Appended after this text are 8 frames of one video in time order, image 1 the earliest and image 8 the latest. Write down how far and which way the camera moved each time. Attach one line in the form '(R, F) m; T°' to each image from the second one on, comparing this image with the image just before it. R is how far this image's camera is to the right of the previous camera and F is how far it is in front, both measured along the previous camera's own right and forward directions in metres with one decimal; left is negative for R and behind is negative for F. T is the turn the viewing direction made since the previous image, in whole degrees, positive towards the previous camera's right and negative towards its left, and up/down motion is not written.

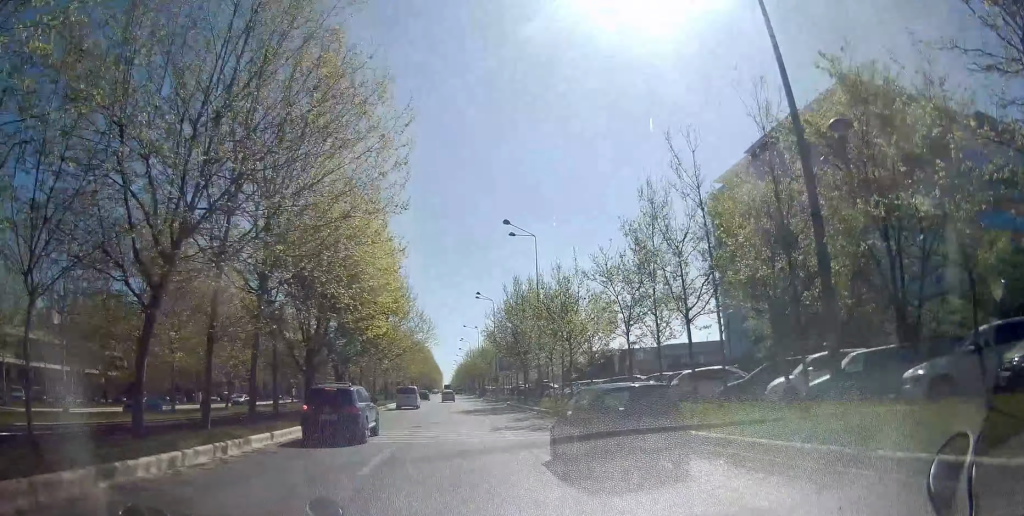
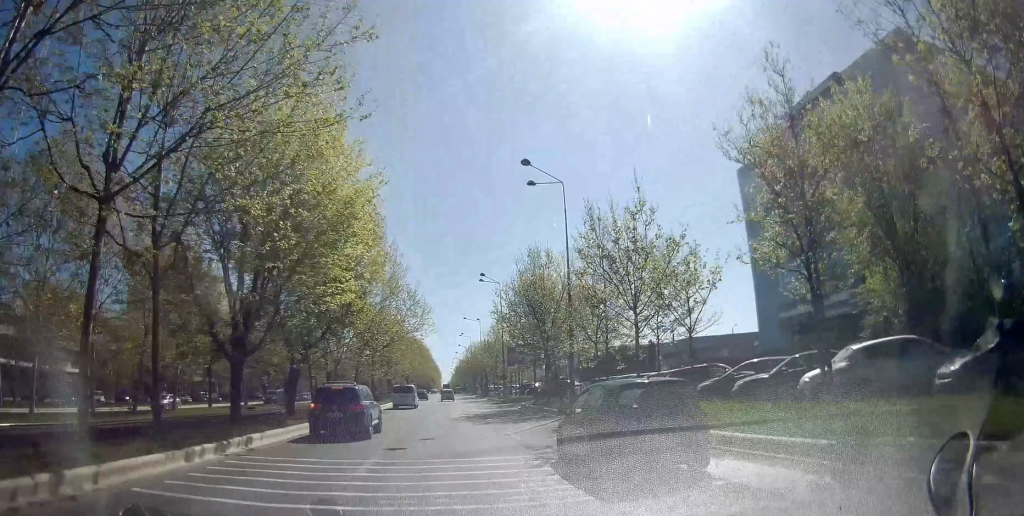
(-0.1, +10.5) m; -1°
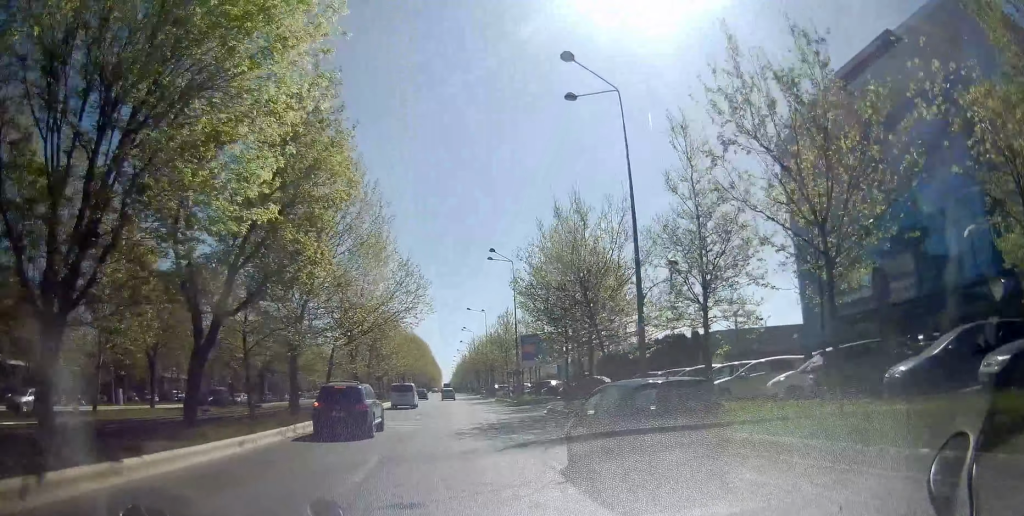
(0.0, +10.5) m; 0°
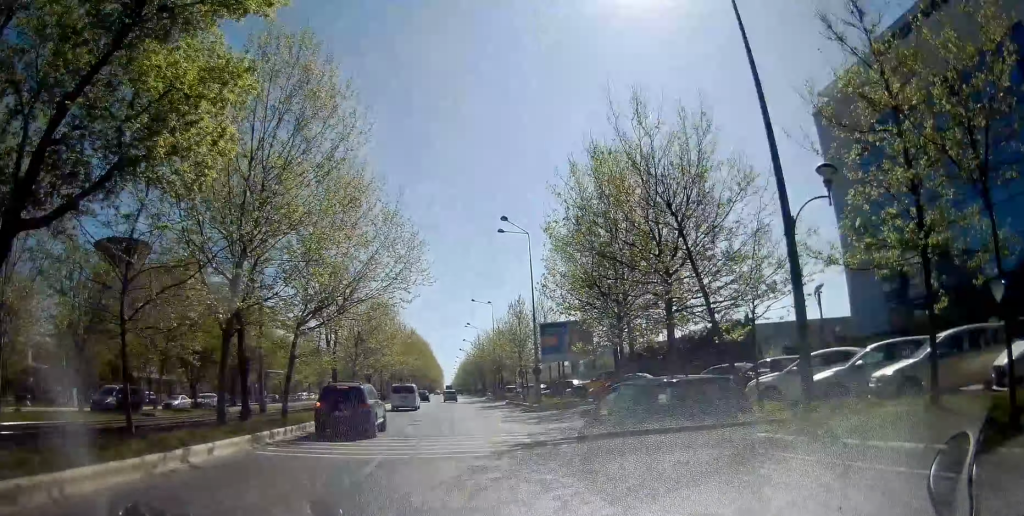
(+0.1, +9.1) m; 0°
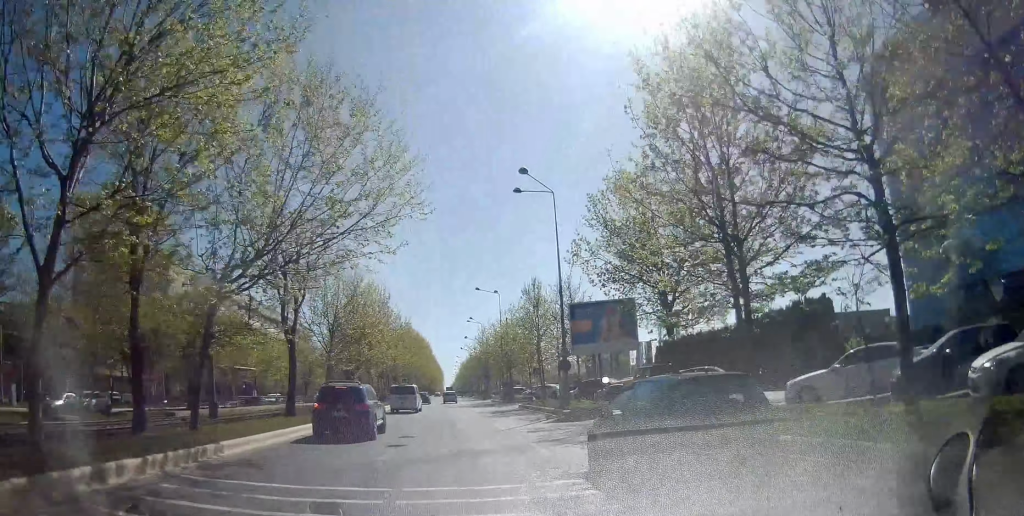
(0.0, +9.4) m; 0°
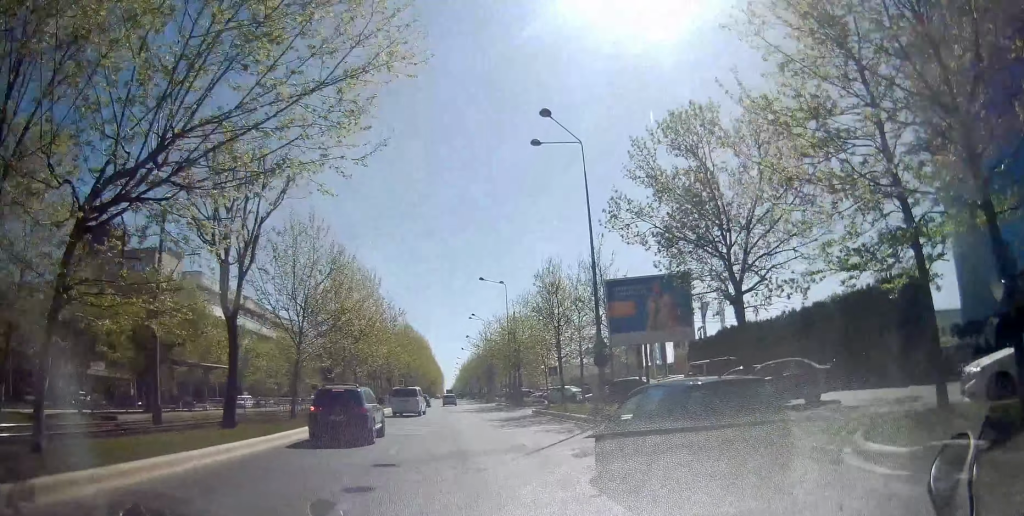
(0.0, +7.1) m; 0°
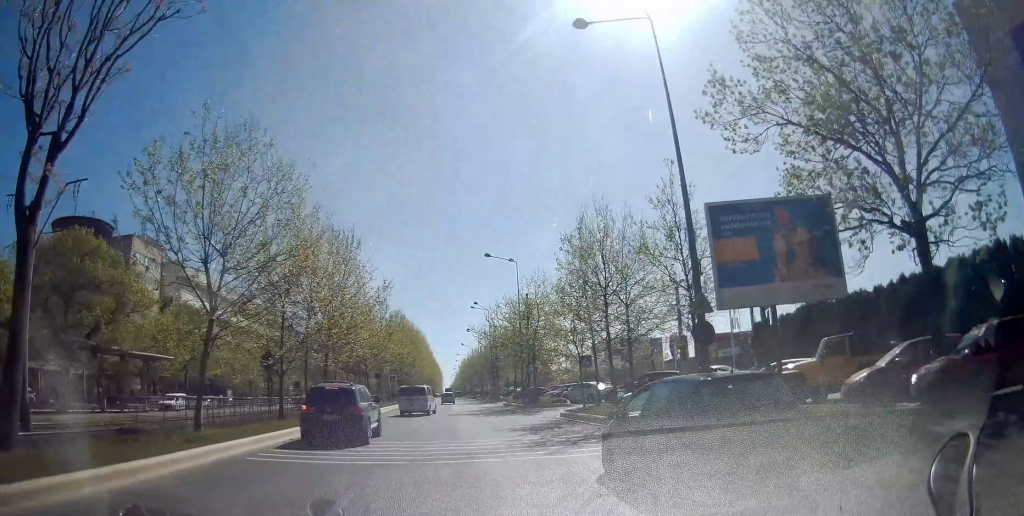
(0.0, +9.9) m; +1°
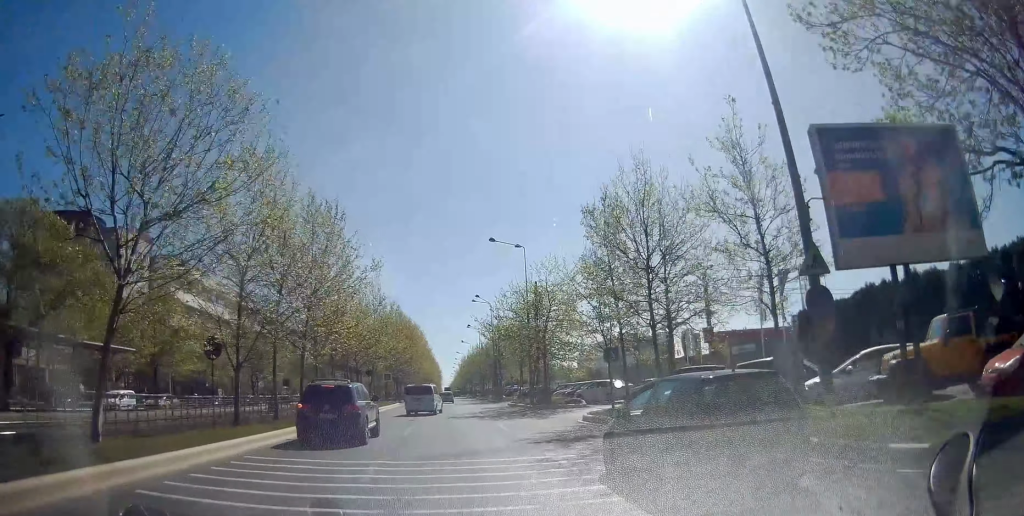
(0.0, +5.0) m; 0°
